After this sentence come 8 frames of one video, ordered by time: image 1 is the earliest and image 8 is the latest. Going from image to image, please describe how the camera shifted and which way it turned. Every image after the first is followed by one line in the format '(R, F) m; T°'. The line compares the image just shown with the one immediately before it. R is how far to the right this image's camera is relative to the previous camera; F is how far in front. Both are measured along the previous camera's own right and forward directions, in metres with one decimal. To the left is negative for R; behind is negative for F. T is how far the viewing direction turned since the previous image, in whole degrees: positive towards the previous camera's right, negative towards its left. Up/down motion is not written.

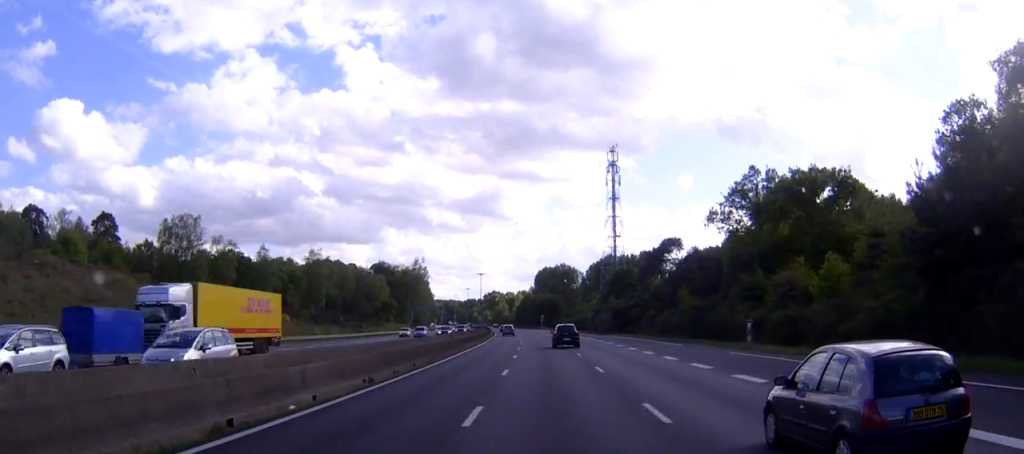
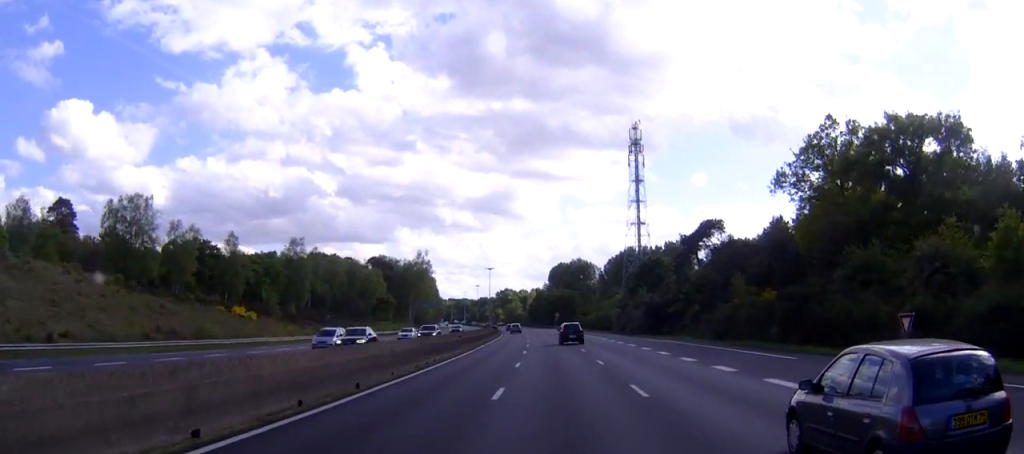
(-0.1, +21.9) m; -1°
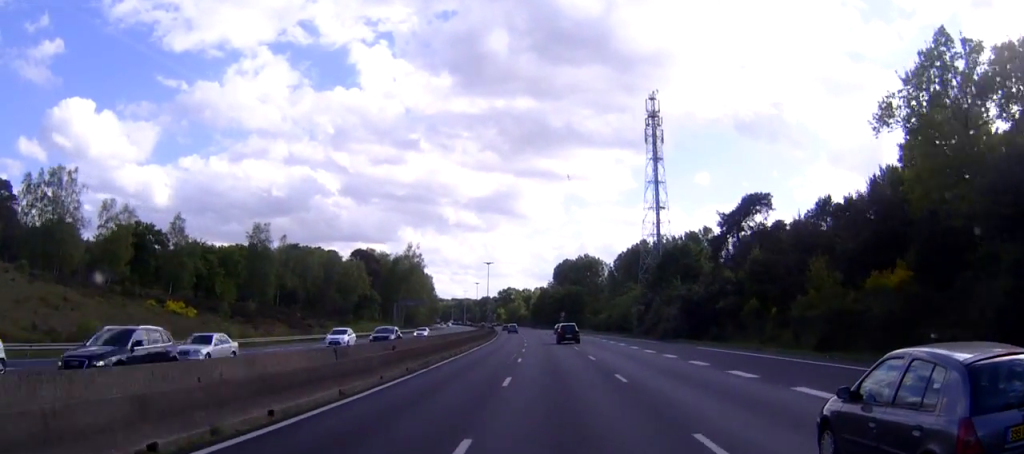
(-0.2, +22.0) m; -1°
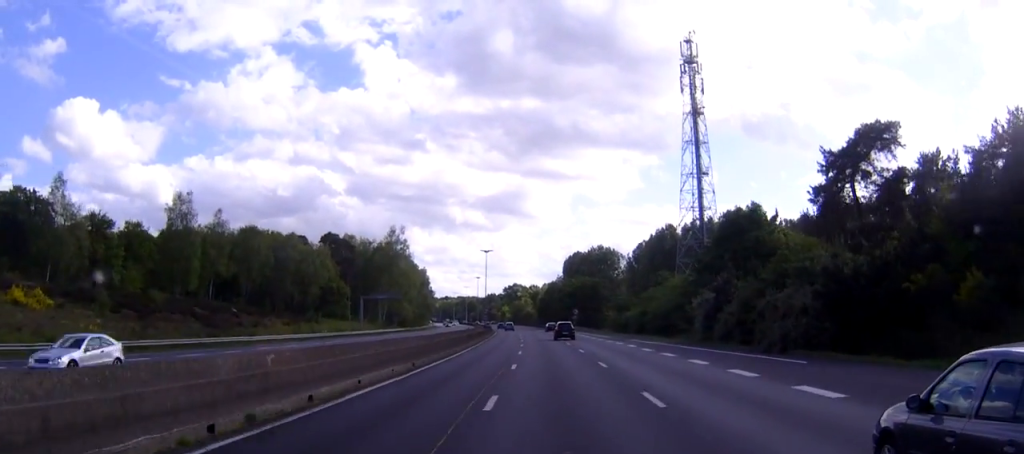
(-0.2, +32.7) m; -1°
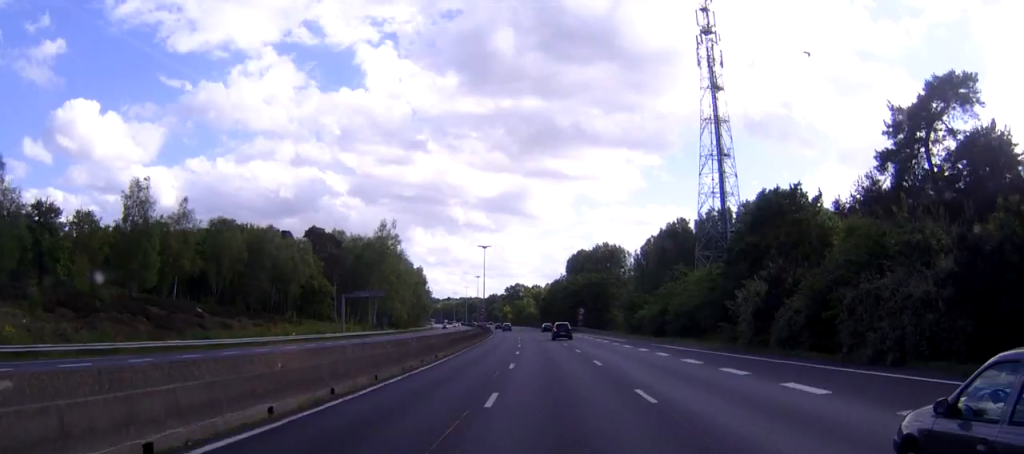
(0.0, +12.3) m; 0°
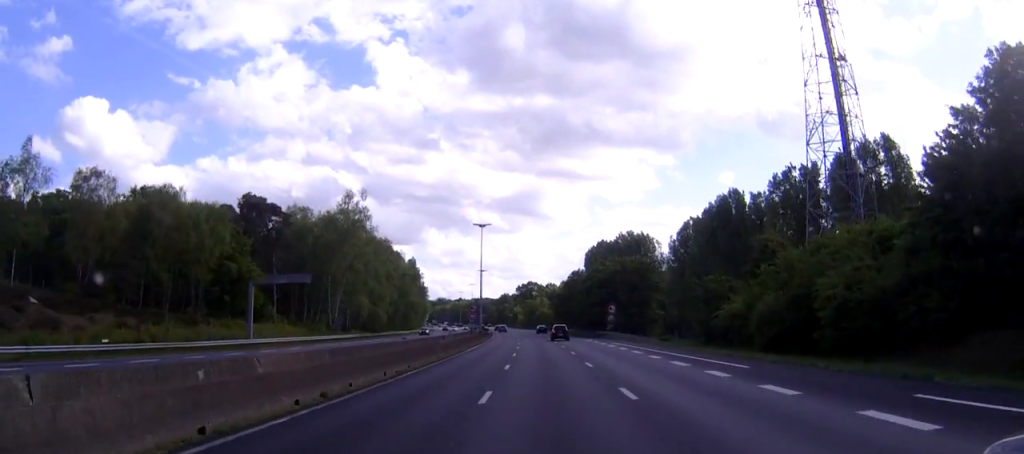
(-0.3, +37.7) m; -1°
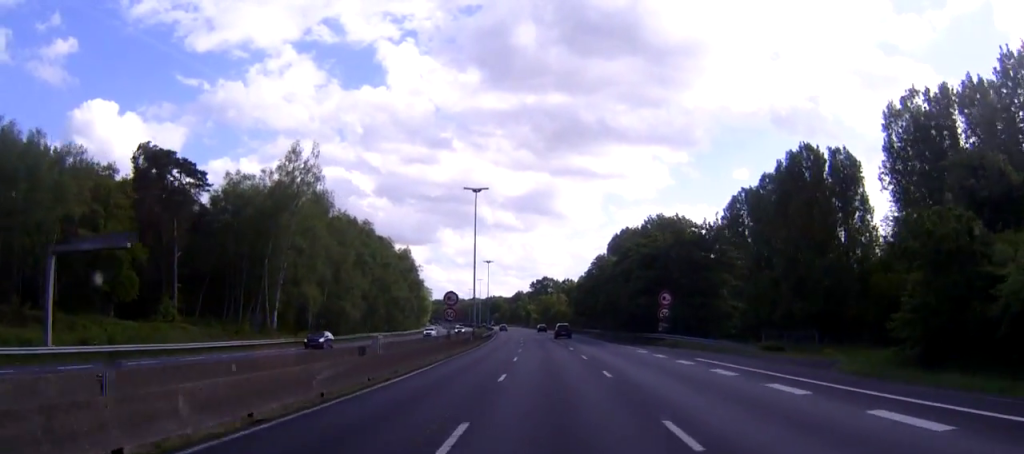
(-0.4, +33.0) m; -1°
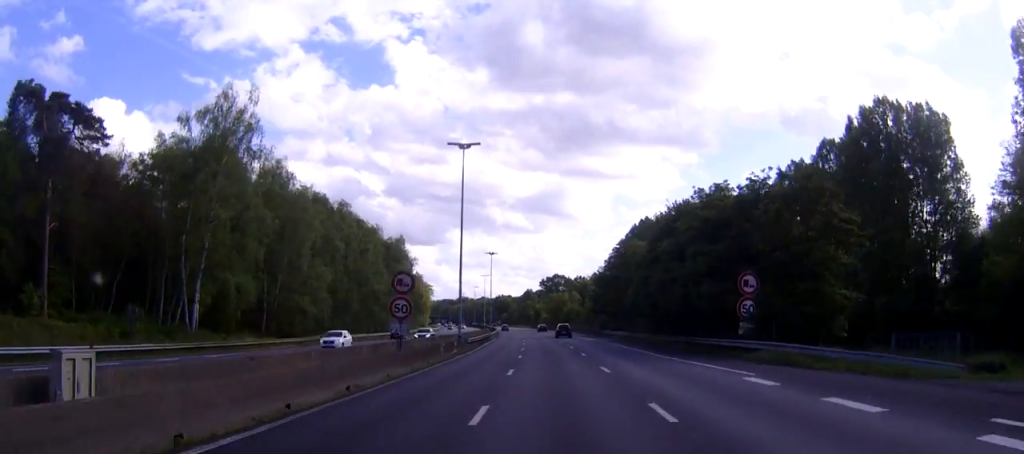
(-0.2, +23.2) m; -1°
